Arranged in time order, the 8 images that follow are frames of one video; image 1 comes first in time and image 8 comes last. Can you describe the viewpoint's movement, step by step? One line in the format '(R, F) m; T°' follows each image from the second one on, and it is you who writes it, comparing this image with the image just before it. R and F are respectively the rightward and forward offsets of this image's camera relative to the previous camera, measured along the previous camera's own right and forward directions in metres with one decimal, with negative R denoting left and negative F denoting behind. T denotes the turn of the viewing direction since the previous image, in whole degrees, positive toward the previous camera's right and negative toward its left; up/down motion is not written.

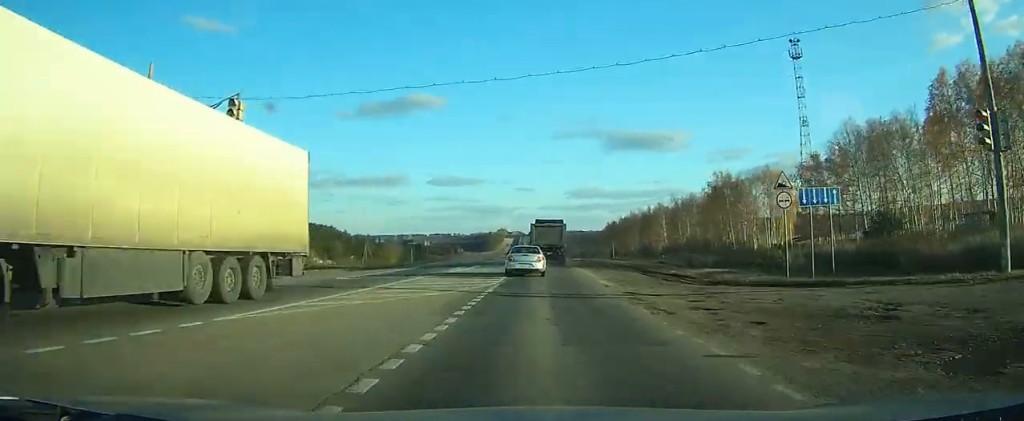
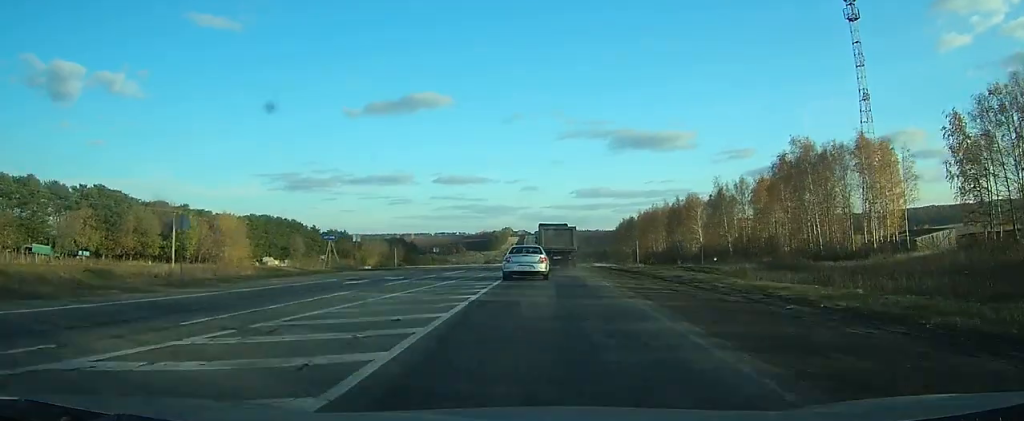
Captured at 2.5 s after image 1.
(-0.2, +35.1) m; -1°
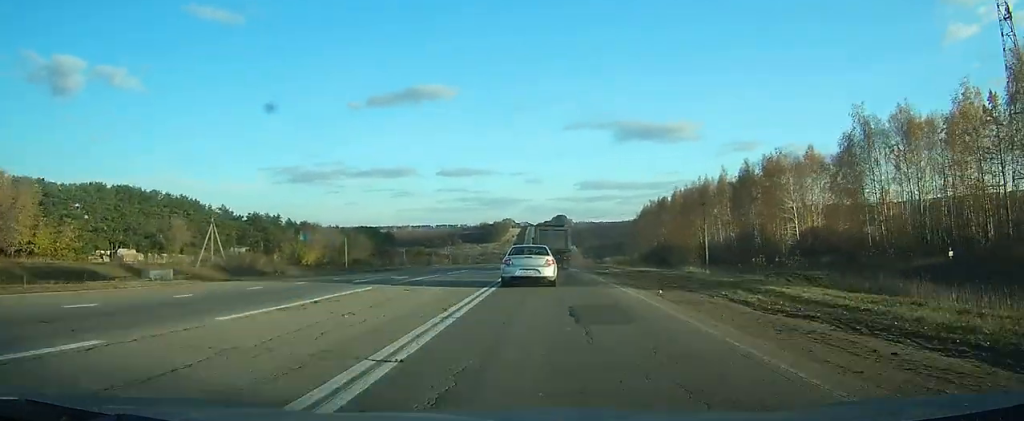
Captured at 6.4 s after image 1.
(-0.3, +59.0) m; -1°
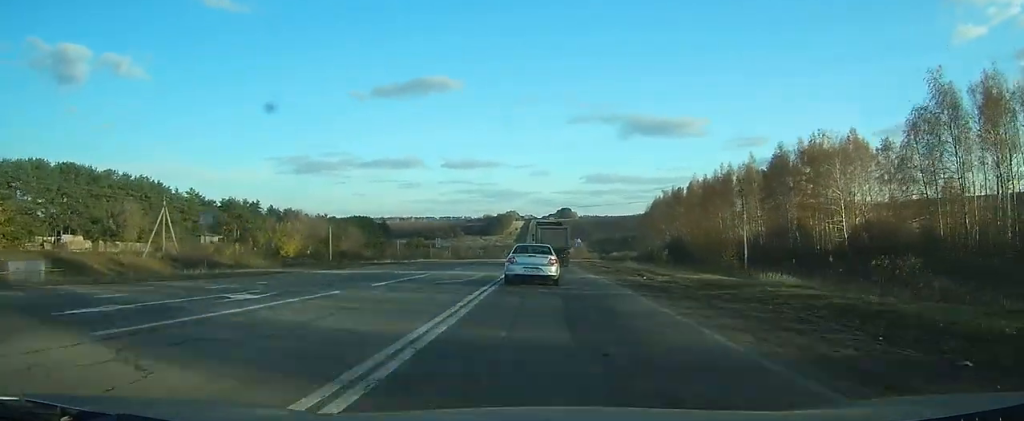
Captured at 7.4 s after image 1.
(0.0, +15.9) m; 0°
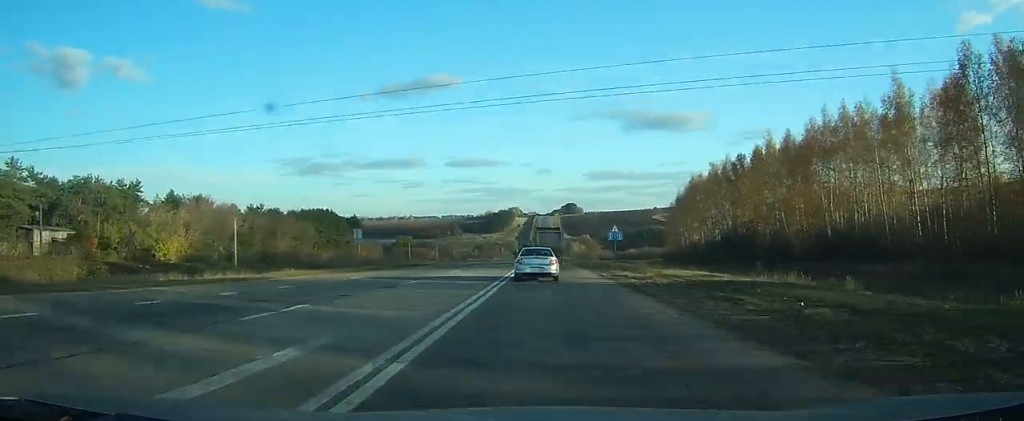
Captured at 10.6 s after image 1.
(-0.2, +50.5) m; -1°
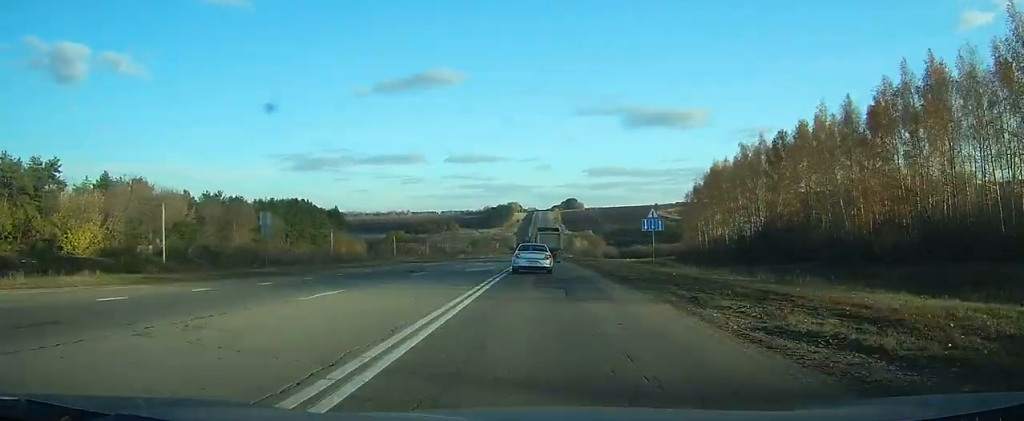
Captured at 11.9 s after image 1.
(-0.1, +20.2) m; 0°
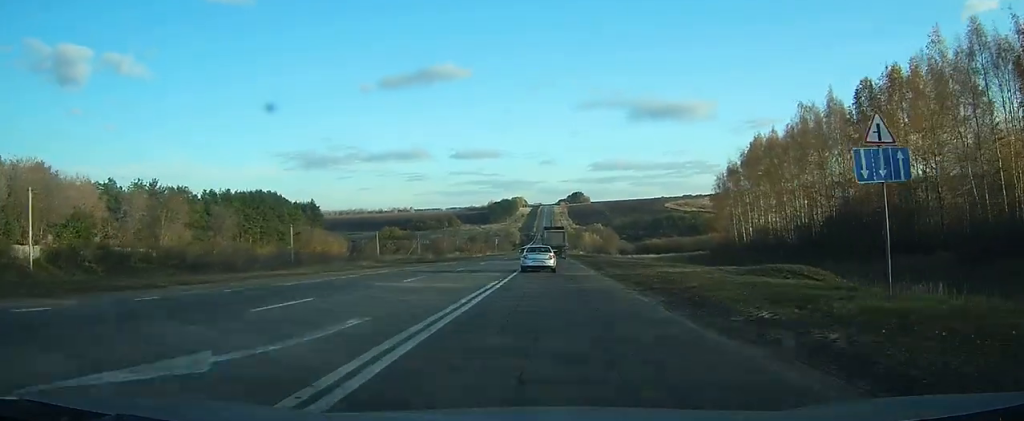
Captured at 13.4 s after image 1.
(0.0, +25.6) m; 0°
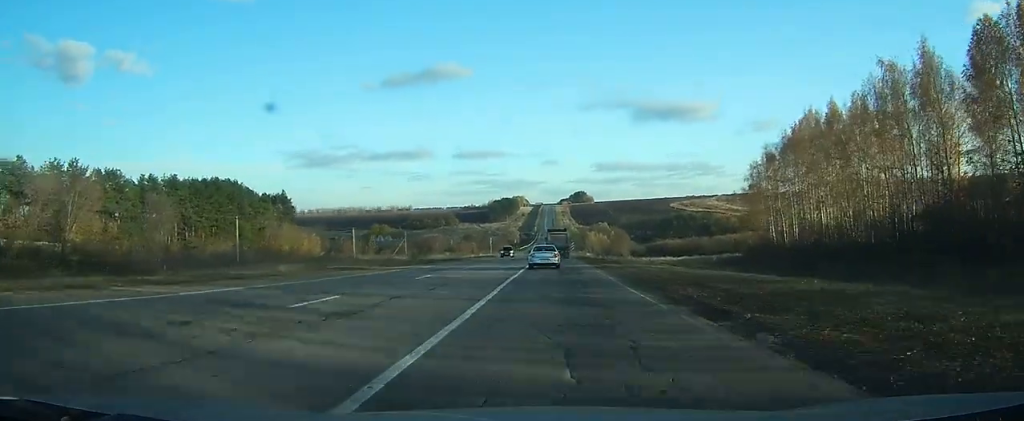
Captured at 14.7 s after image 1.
(-0.1, +23.5) m; 0°
